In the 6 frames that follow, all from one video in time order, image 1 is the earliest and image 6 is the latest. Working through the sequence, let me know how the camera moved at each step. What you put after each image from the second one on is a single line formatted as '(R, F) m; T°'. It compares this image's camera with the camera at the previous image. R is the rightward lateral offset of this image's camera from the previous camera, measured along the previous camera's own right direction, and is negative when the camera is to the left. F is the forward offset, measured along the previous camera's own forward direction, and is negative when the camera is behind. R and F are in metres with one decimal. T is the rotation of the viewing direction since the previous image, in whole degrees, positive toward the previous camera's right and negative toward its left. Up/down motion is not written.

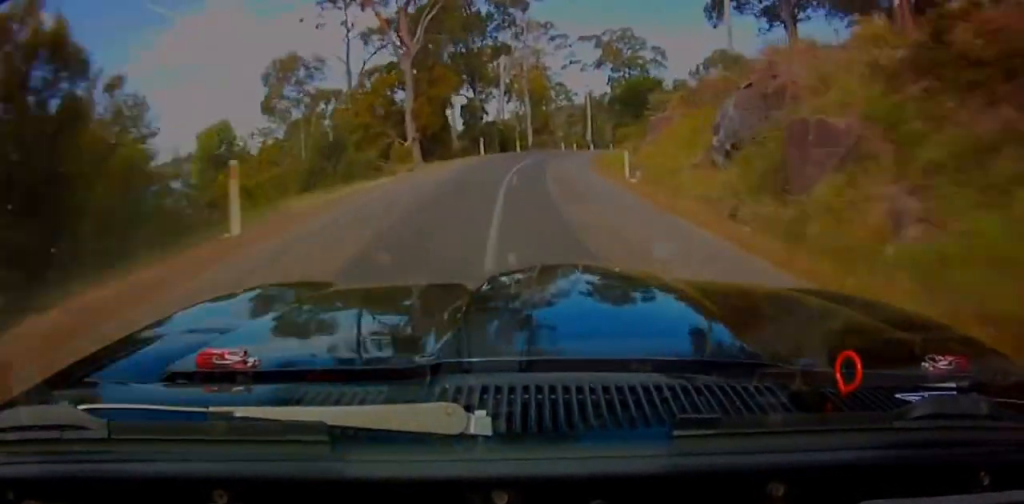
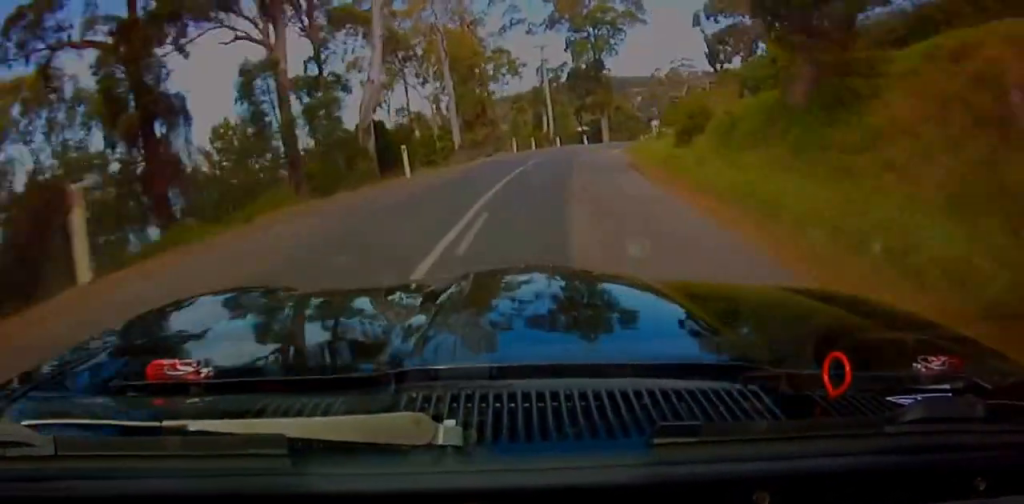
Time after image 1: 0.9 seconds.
(+1.1, +31.1) m; +2°
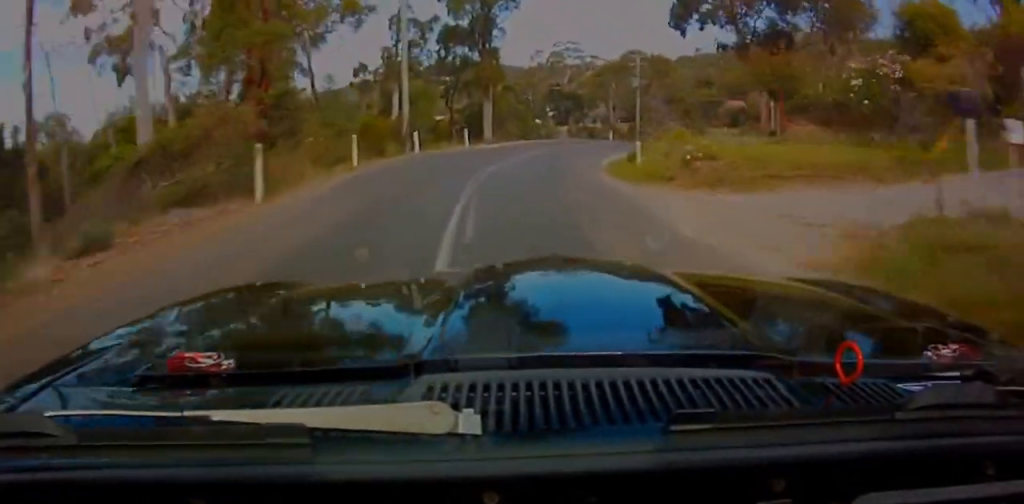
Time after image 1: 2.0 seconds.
(0.0, +33.2) m; 0°
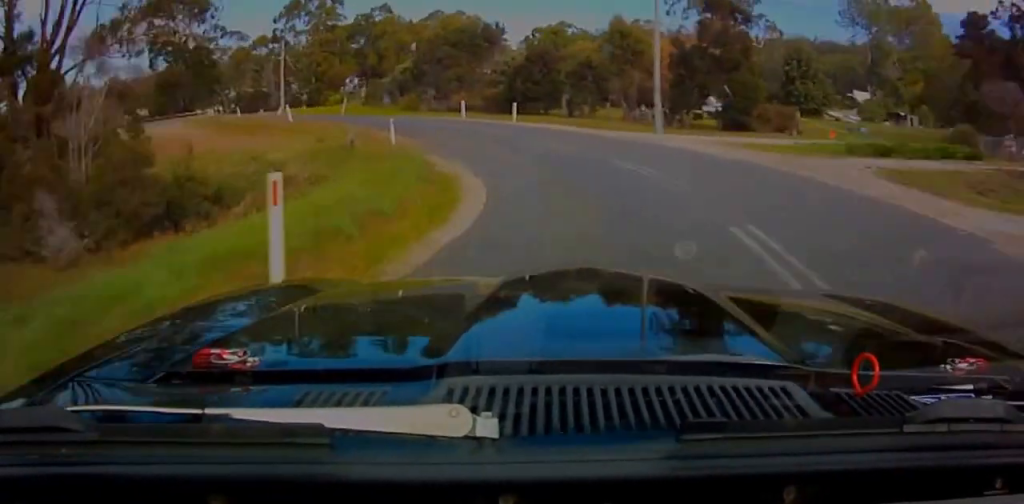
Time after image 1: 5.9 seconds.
(+17.3, +98.0) m; +10°
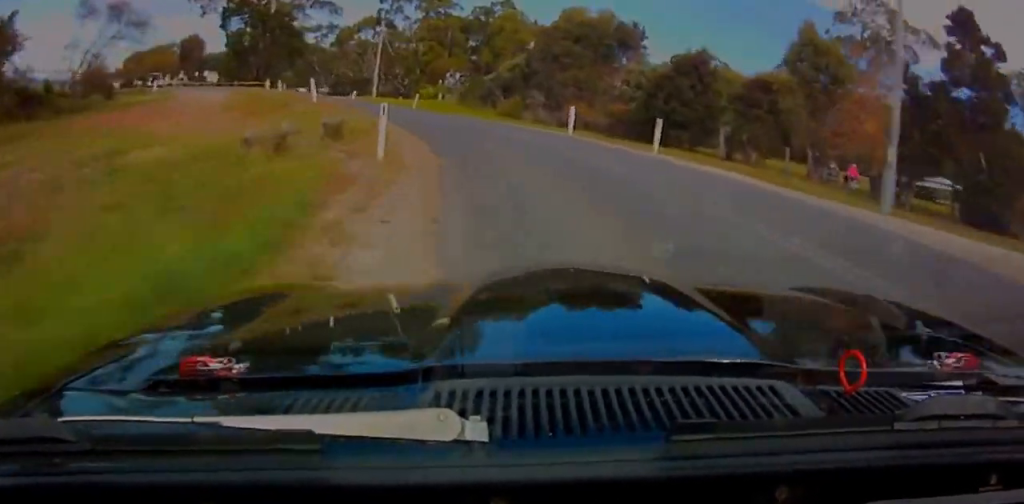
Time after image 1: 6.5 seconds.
(-1.6, +15.4) m; -6°
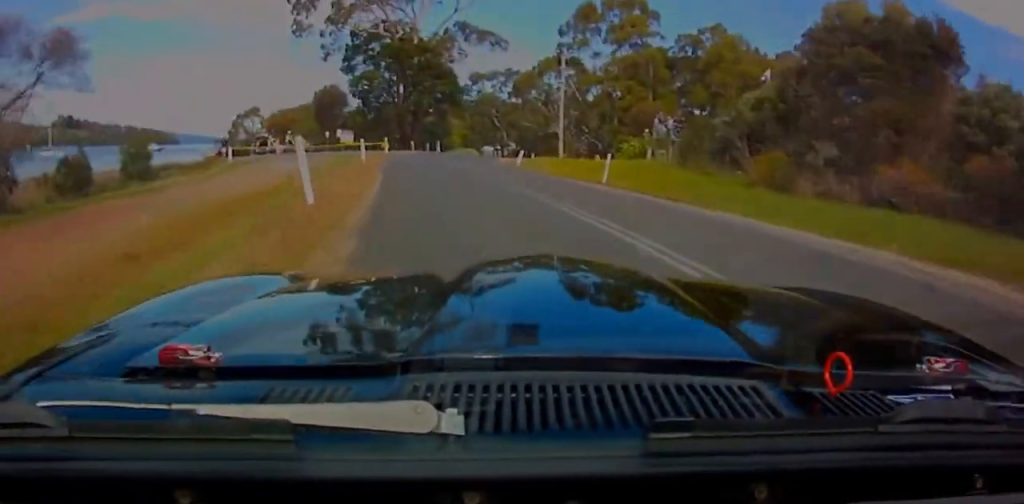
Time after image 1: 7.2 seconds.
(-0.2, +19.7) m; -1°
